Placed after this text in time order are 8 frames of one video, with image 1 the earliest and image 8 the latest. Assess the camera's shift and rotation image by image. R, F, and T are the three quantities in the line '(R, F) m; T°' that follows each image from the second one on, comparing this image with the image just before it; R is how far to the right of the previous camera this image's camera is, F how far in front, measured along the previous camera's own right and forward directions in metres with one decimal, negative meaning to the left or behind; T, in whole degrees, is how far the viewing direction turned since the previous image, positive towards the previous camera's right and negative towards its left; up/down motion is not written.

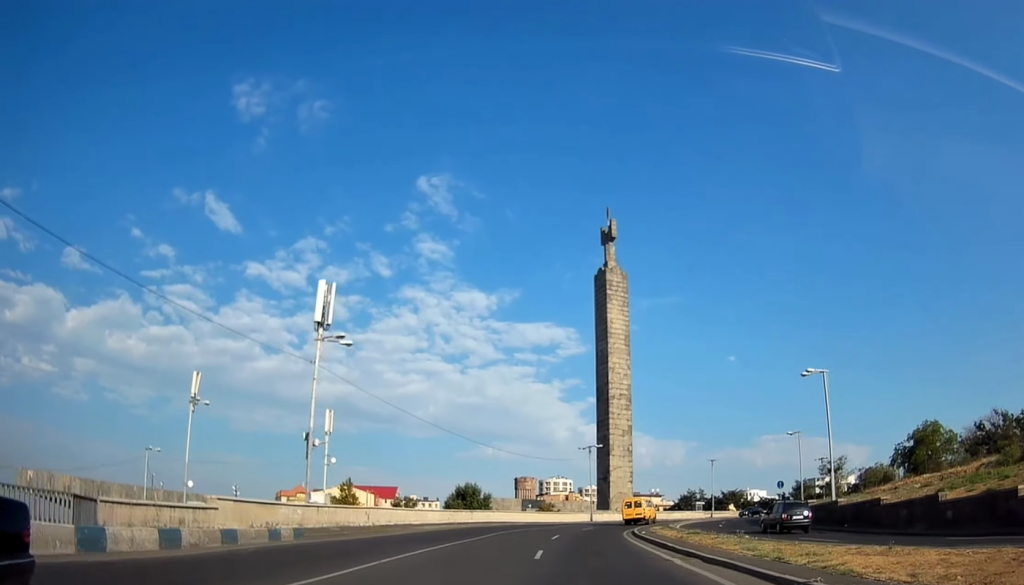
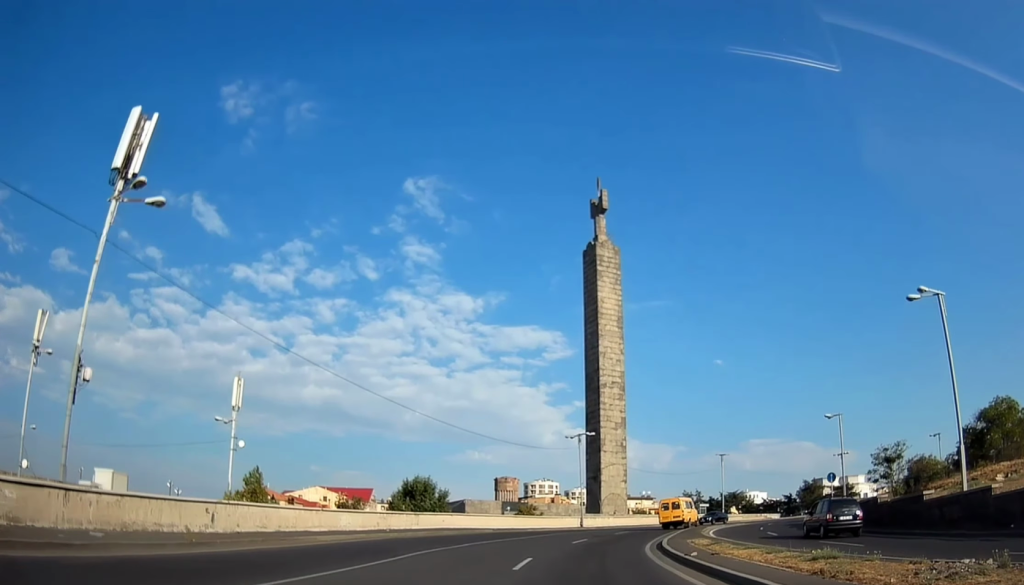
(-0.1, +16.1) m; +1°
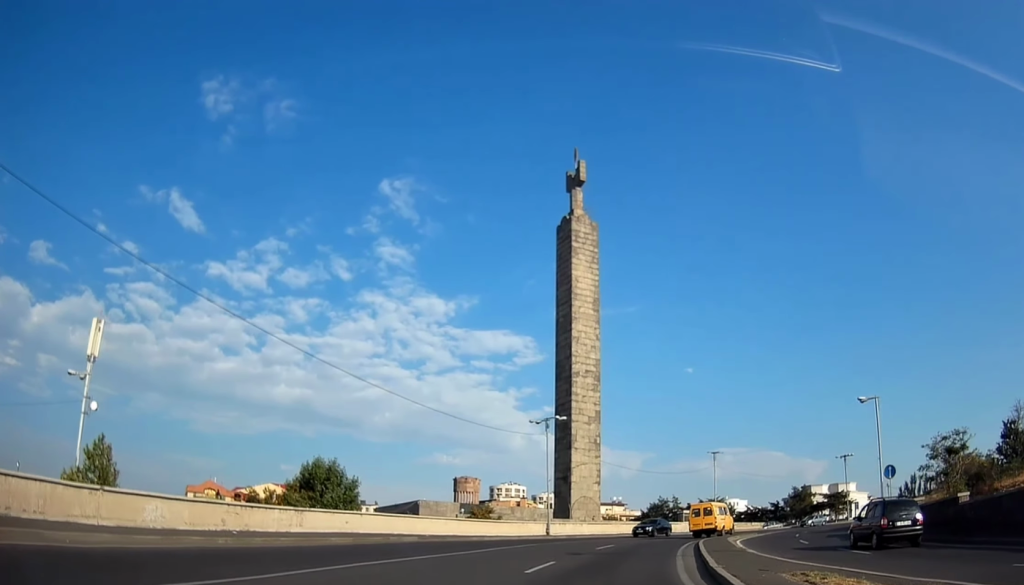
(+0.4, +13.8) m; +2°
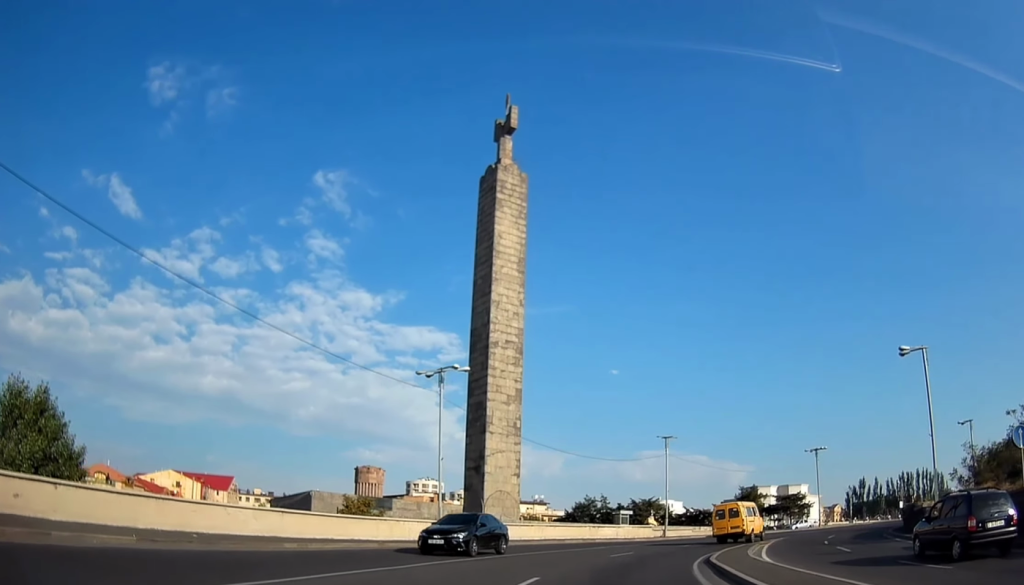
(+0.3, +17.0) m; +4°
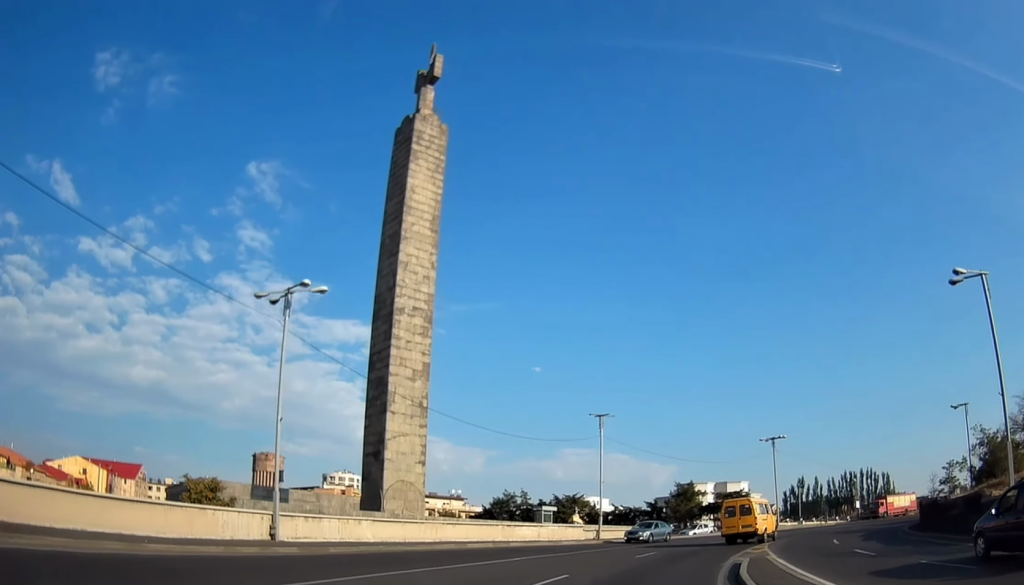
(+0.5, +11.9) m; +6°
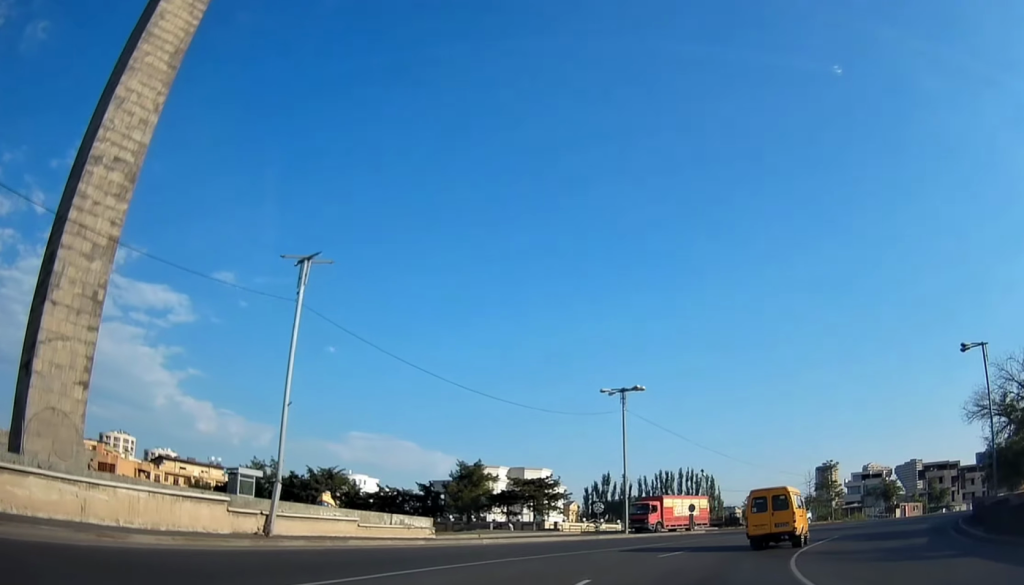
(+4.3, +27.0) m; +19°
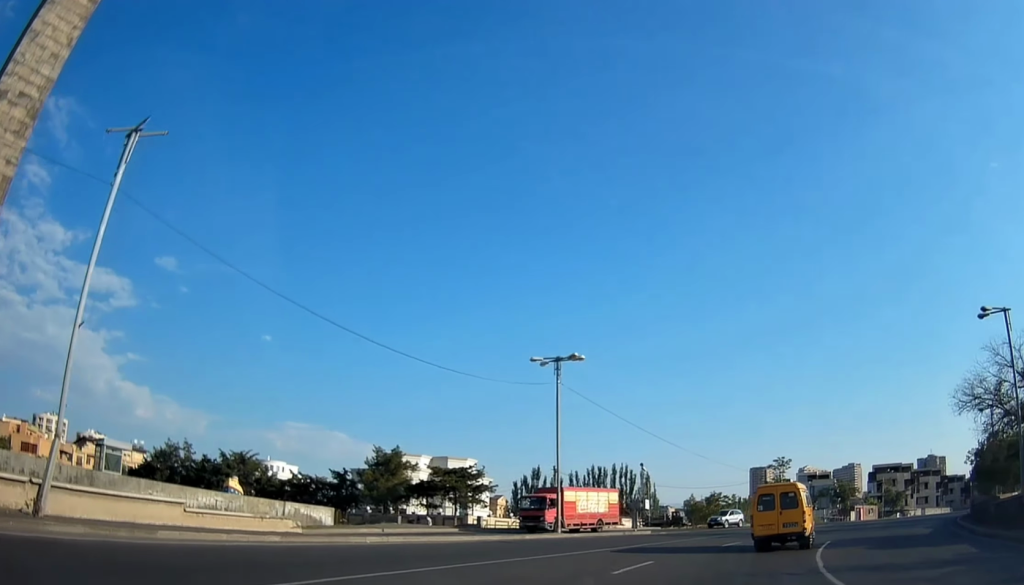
(+0.3, +7.6) m; +5°
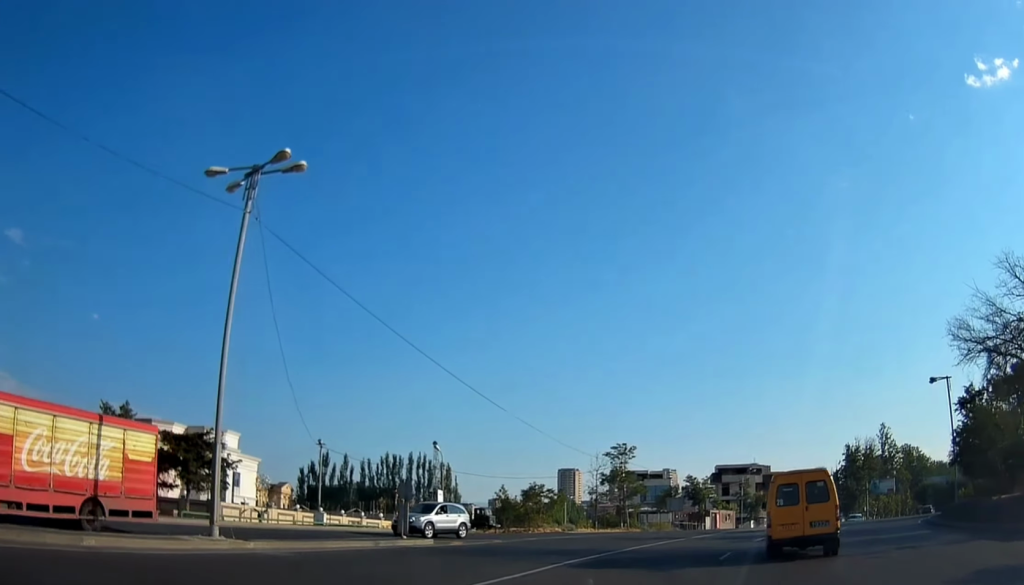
(+2.4, +20.1) m; +18°
